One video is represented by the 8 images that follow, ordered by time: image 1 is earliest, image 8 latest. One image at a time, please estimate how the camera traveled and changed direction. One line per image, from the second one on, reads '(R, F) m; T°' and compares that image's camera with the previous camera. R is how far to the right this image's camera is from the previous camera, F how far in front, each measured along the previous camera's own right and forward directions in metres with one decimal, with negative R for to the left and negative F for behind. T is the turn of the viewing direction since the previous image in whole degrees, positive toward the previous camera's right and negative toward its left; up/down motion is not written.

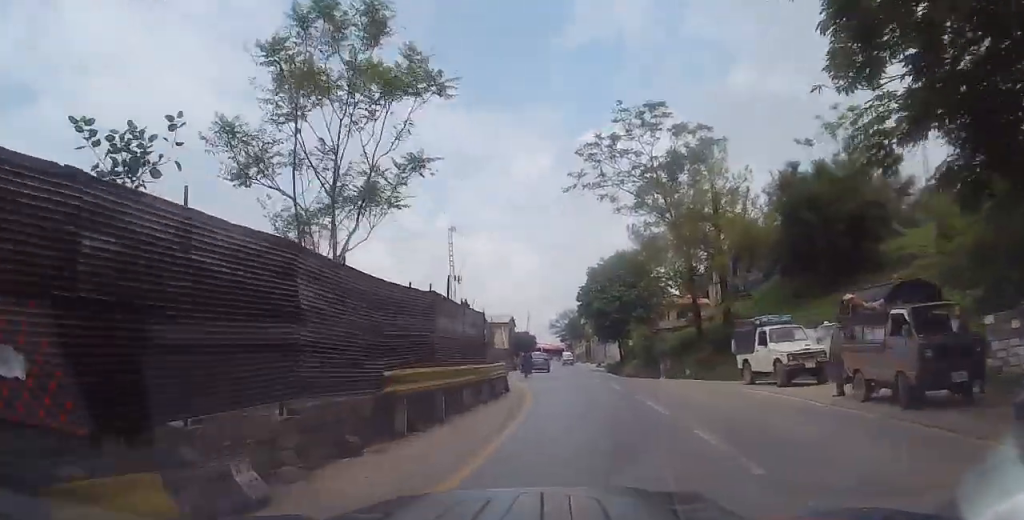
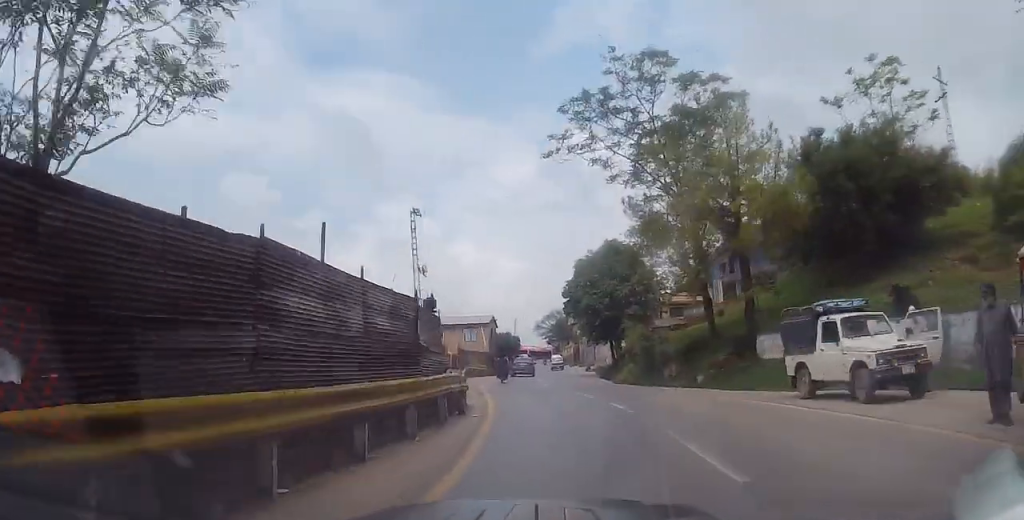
(+0.4, +5.9) m; +1°
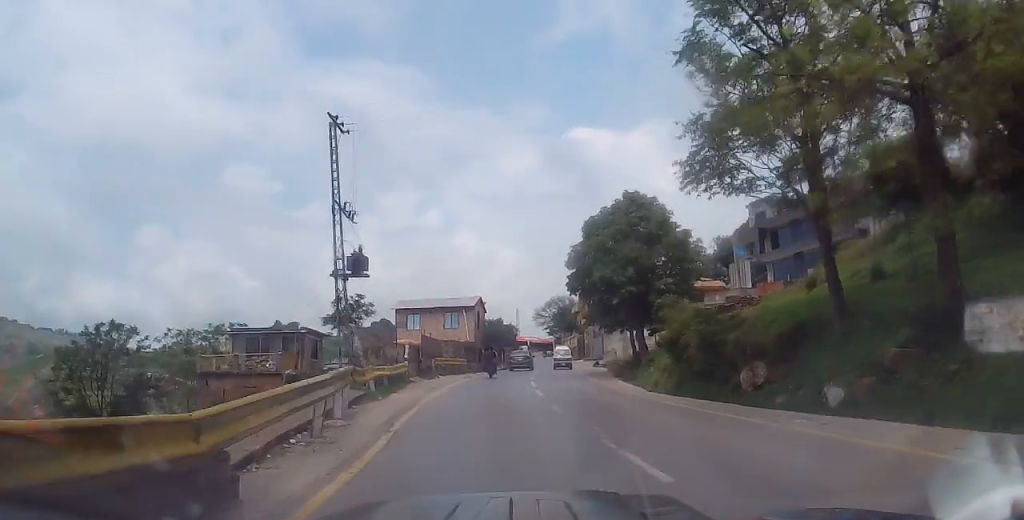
(-0.2, +12.4) m; -4°
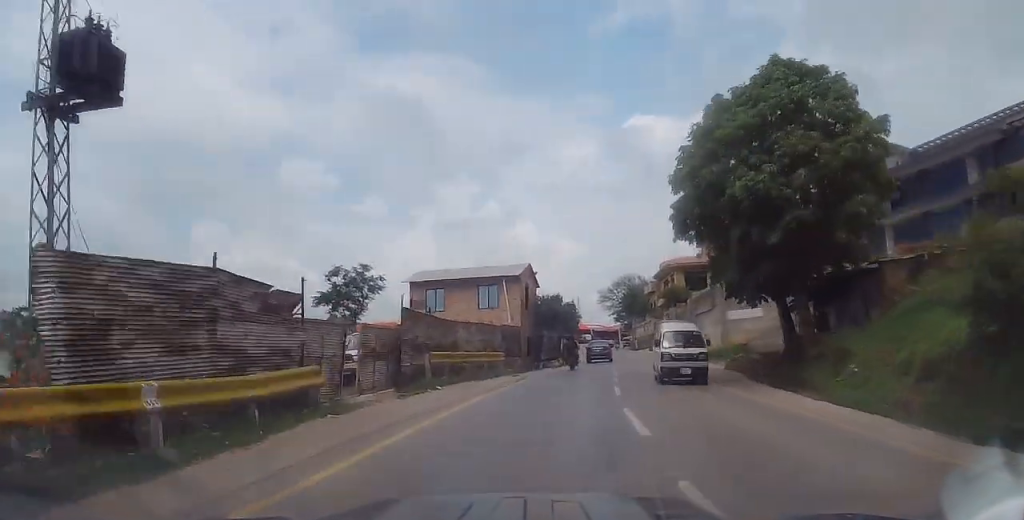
(-0.7, +15.5) m; -3°
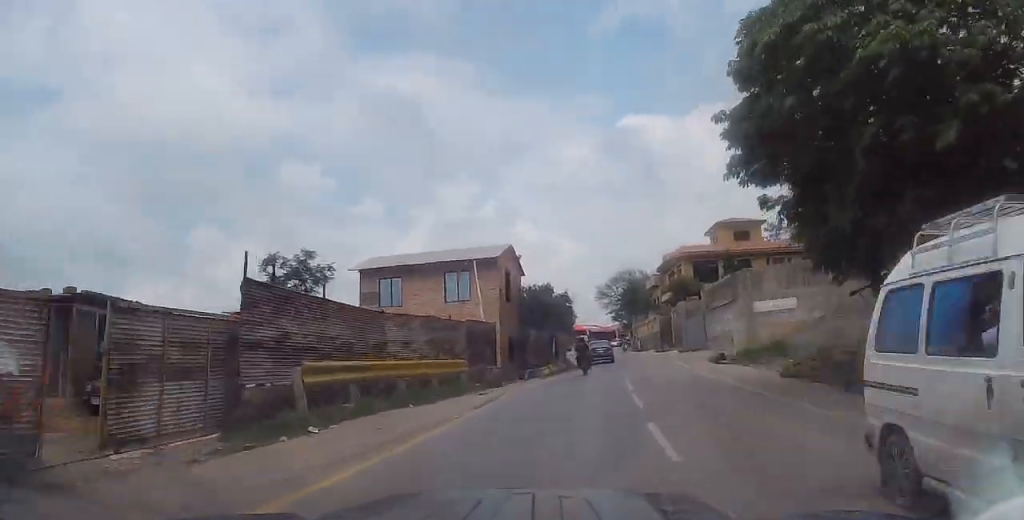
(0.0, +8.2) m; +1°
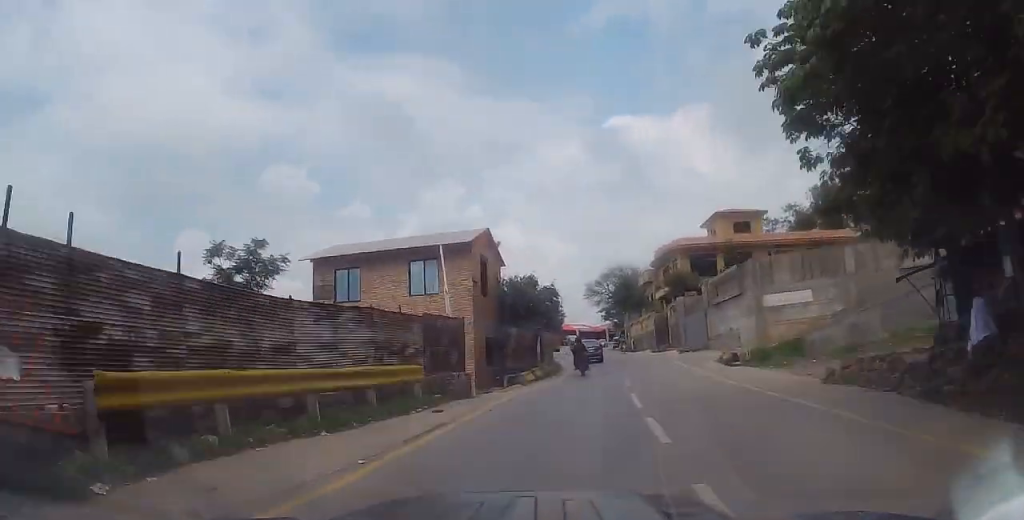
(0.0, +4.3) m; +1°
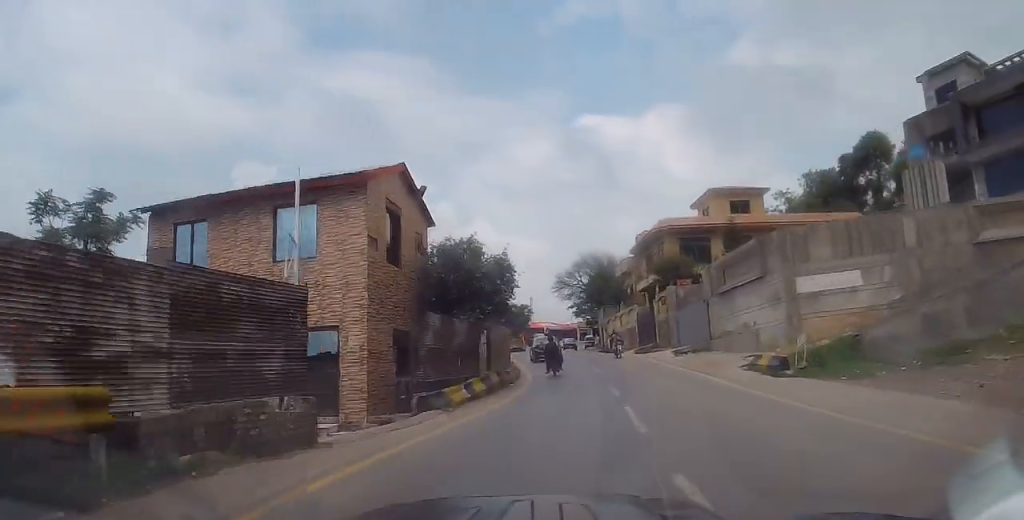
(+0.2, +9.1) m; +2°
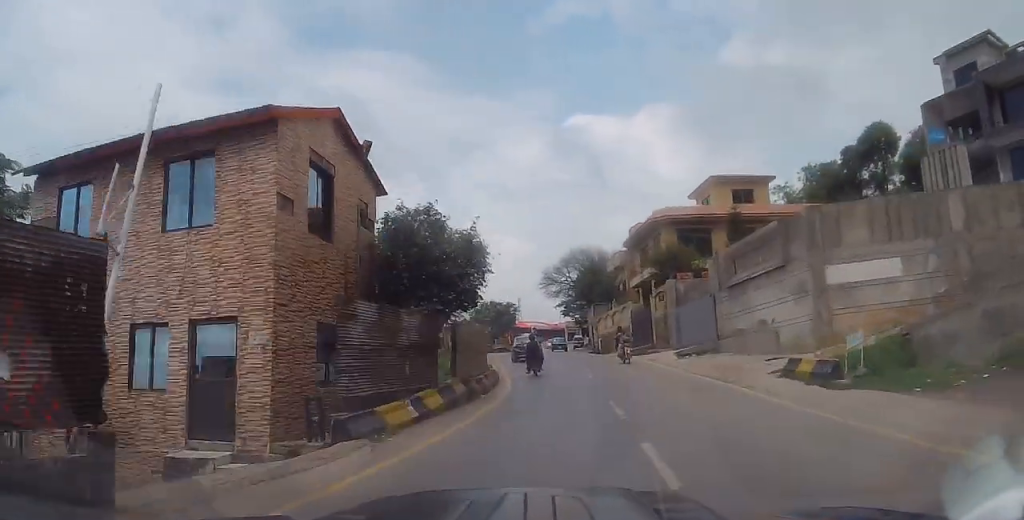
(+0.1, +4.2) m; +1°
